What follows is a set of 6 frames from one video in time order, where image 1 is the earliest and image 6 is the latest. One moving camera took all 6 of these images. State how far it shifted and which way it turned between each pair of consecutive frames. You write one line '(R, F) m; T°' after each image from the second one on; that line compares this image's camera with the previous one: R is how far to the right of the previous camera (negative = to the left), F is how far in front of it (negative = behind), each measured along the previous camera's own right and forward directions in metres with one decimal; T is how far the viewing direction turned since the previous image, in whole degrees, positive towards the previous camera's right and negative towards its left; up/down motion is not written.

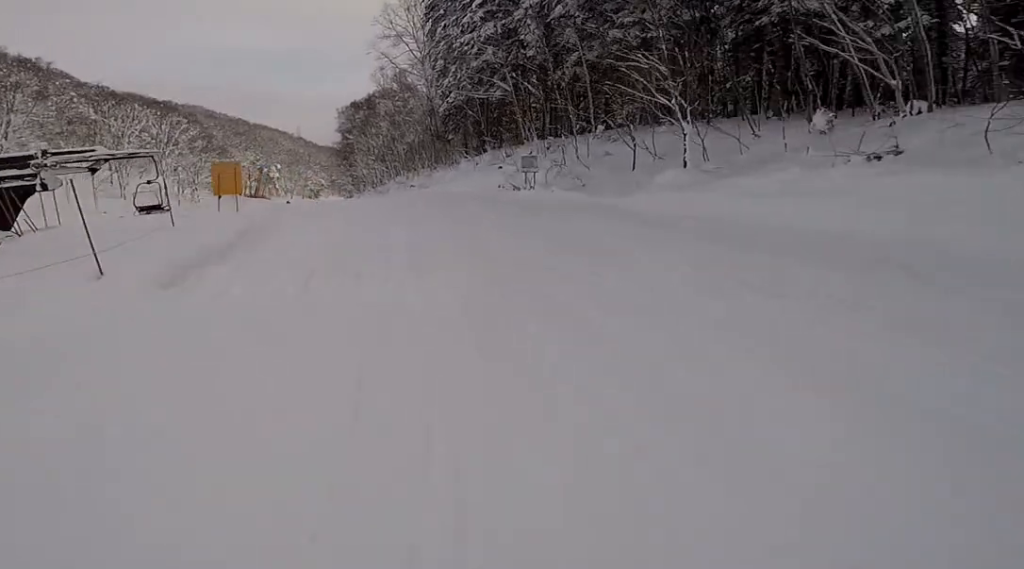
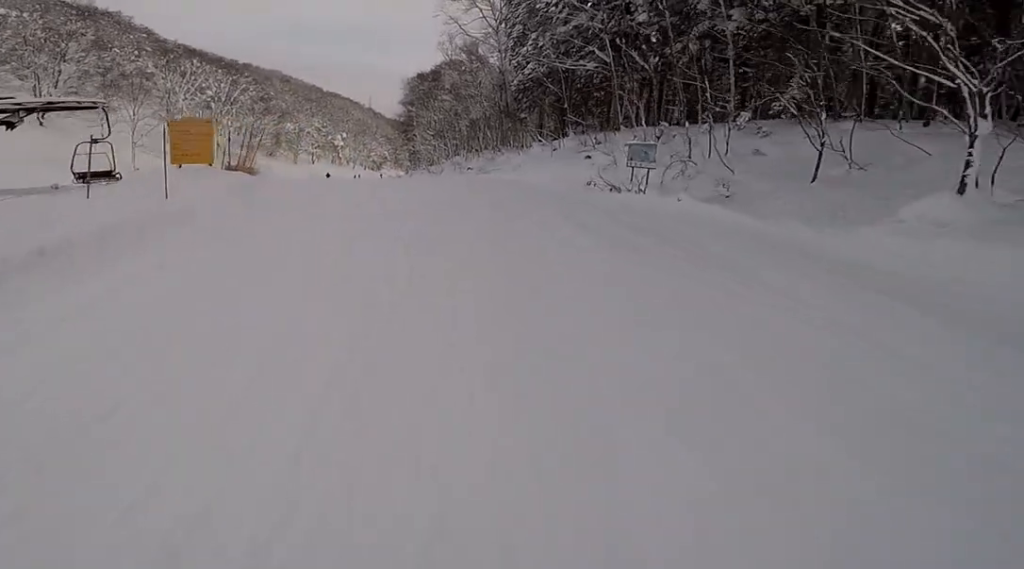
(-0.8, +6.2) m; -7°
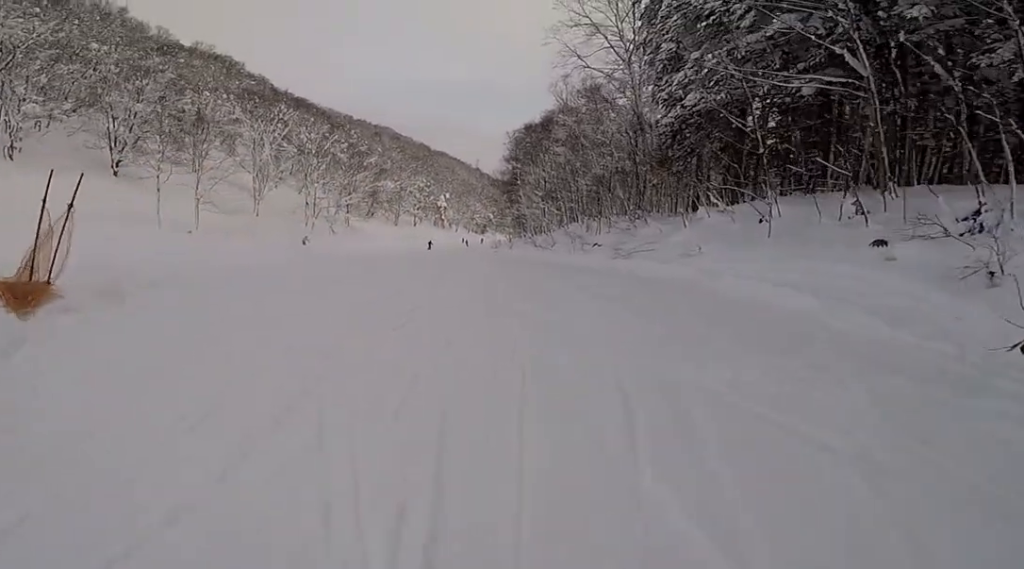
(-0.2, +10.8) m; -4°
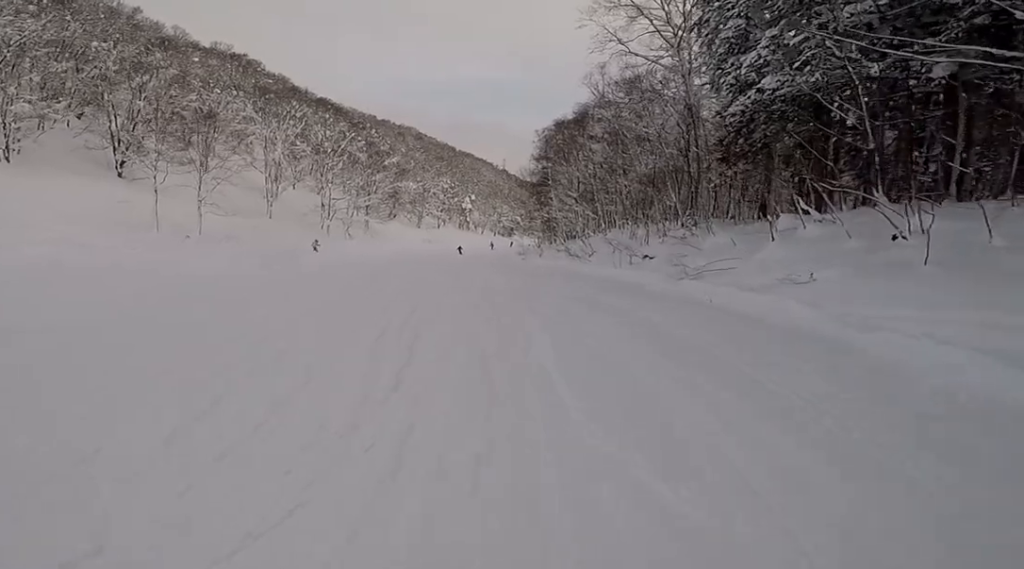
(-0.5, +4.1) m; -1°
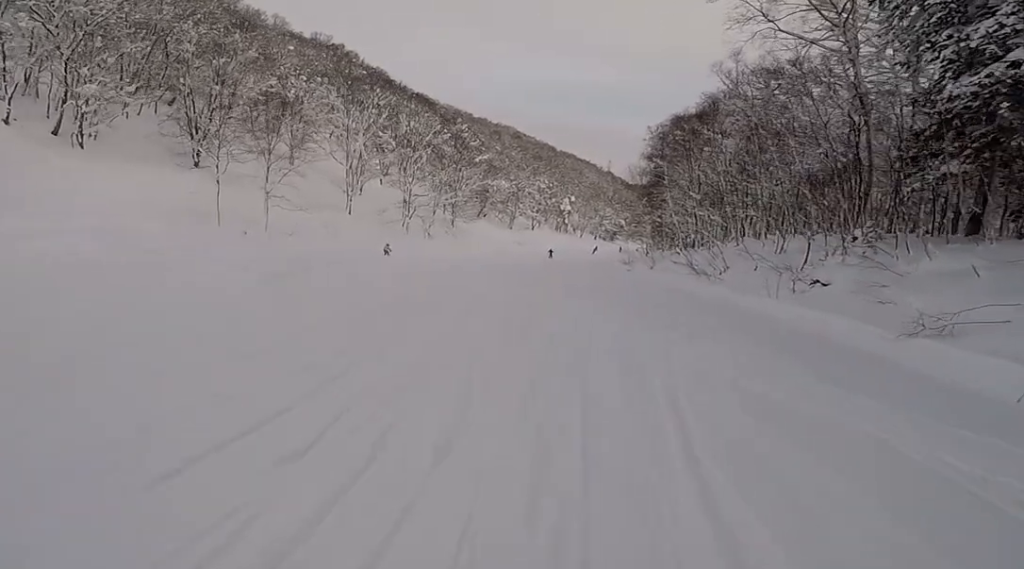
(+0.2, +5.7) m; +3°
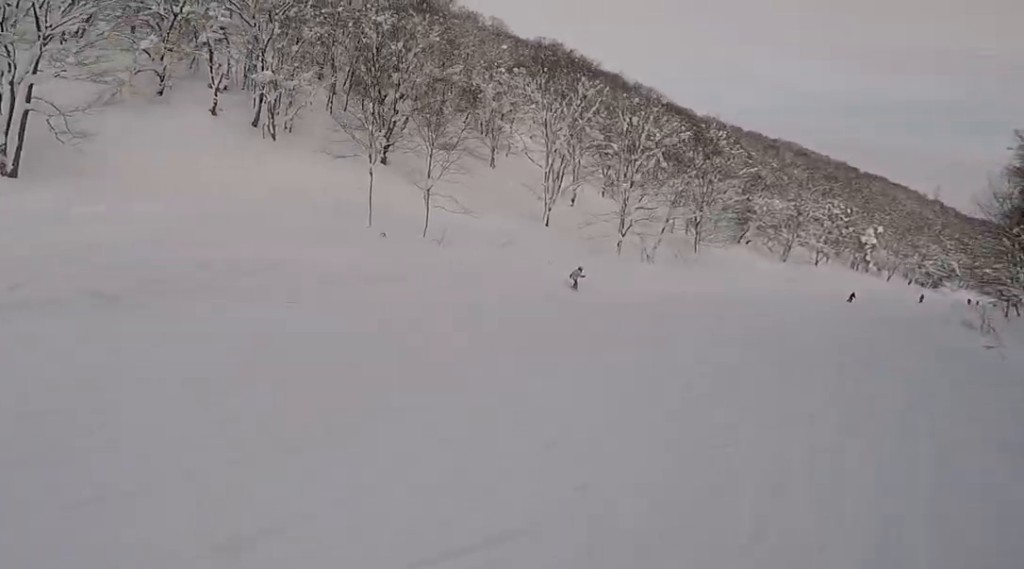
(-0.1, +10.5) m; -10°
